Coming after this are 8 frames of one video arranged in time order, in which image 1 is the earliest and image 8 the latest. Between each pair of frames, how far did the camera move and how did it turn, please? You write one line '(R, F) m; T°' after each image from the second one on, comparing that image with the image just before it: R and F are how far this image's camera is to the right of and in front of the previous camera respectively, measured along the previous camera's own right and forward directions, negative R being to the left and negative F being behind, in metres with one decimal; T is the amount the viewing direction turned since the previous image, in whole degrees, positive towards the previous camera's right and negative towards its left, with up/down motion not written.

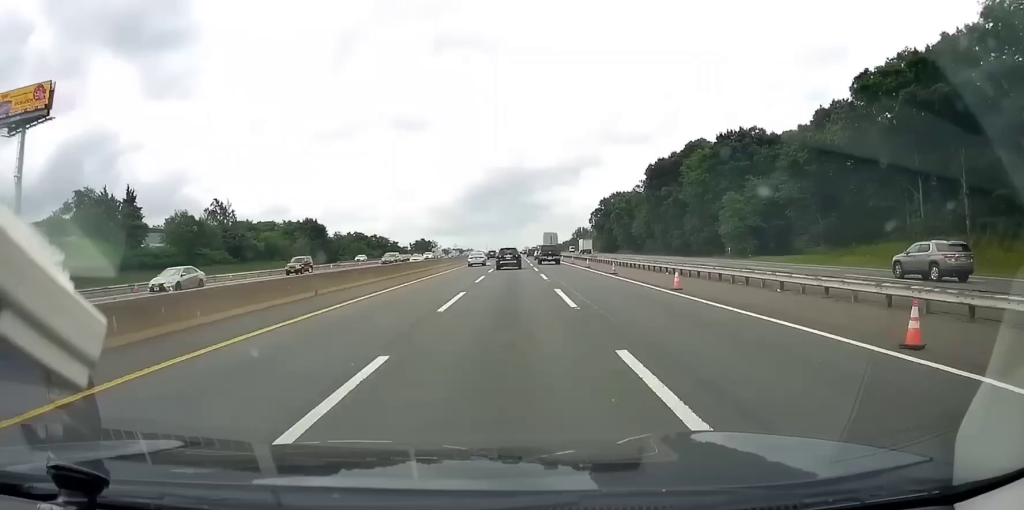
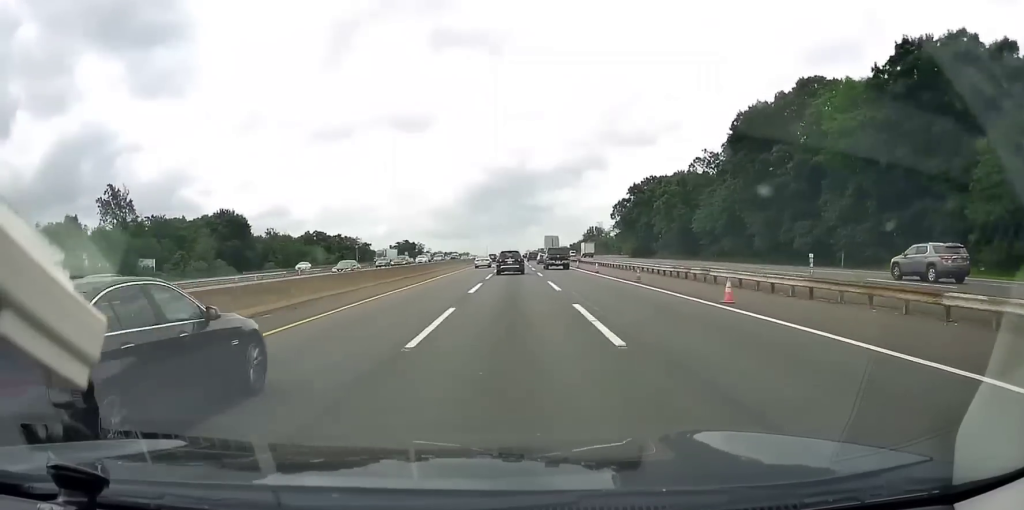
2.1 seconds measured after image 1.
(-0.1, +64.4) m; 0°
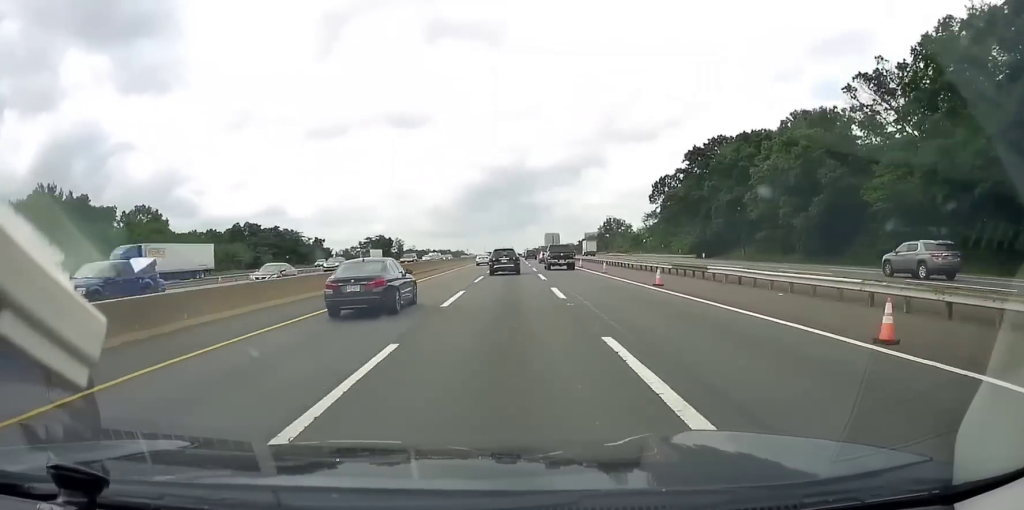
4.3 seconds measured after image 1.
(-0.2, +67.1) m; 0°
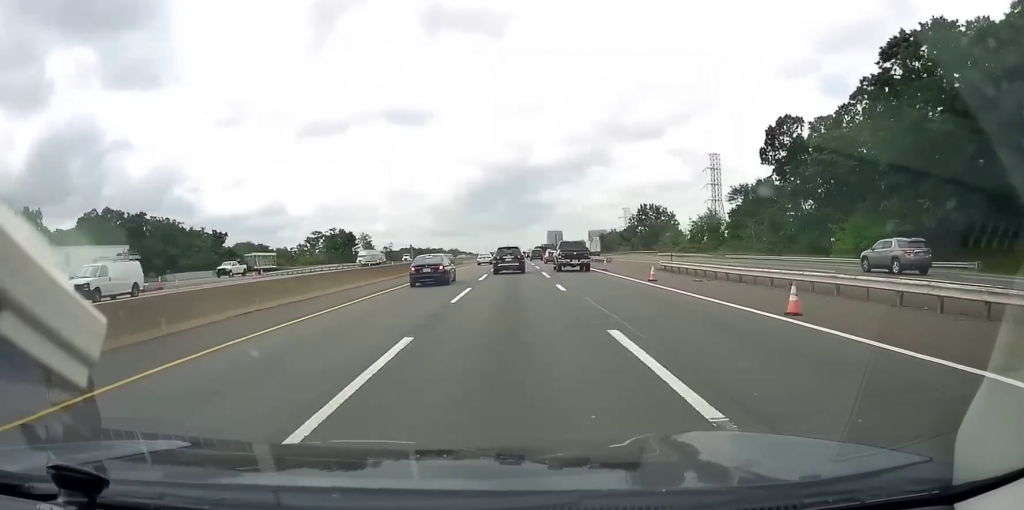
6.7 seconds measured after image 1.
(+0.7, +72.0) m; 0°
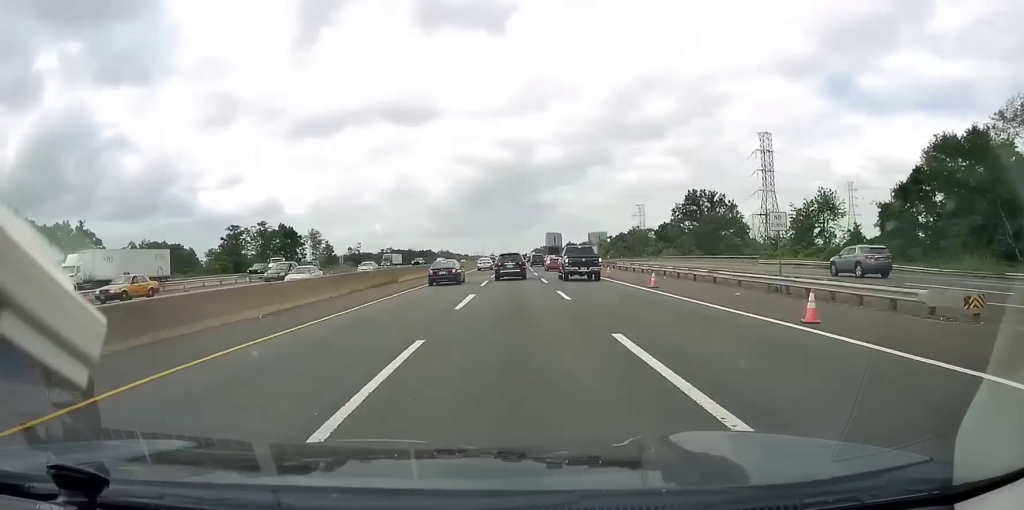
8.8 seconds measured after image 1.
(-0.1, +58.4) m; 0°
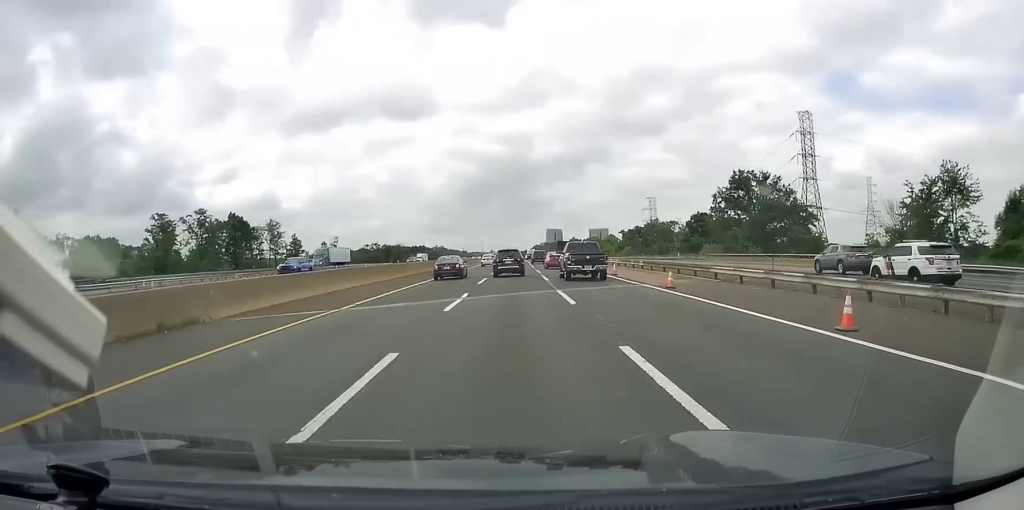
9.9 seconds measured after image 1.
(-0.1, +31.9) m; 0°
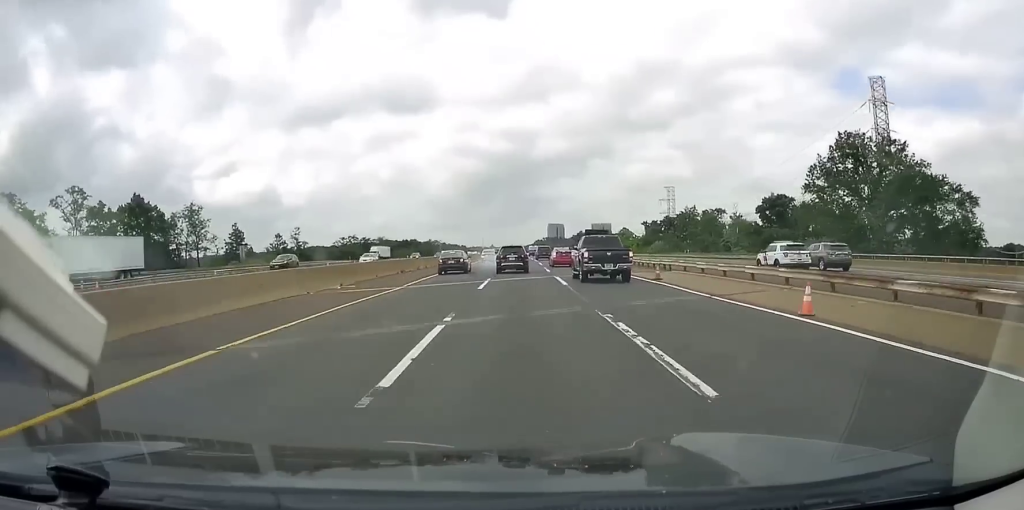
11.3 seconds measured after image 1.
(-0.1, +39.8) m; 0°
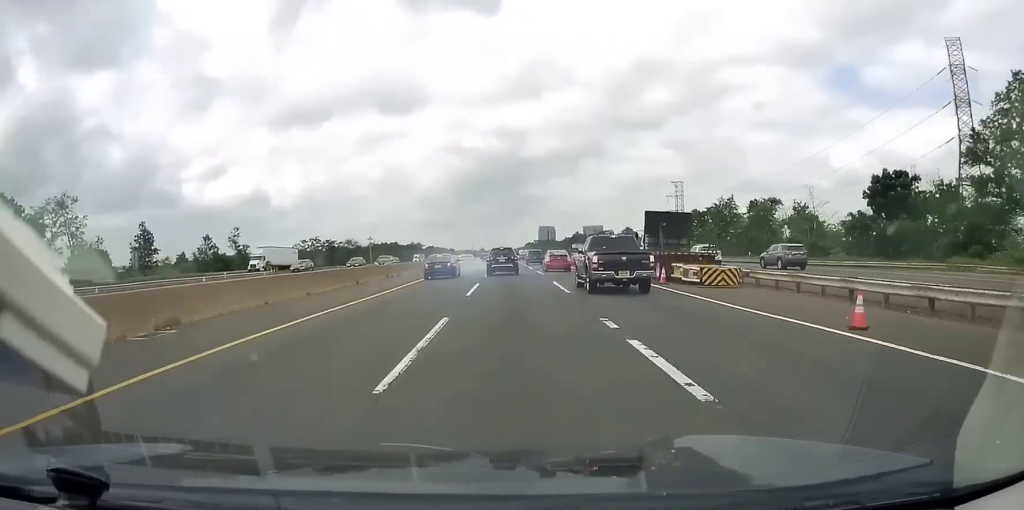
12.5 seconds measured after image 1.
(0.0, +34.9) m; 0°
